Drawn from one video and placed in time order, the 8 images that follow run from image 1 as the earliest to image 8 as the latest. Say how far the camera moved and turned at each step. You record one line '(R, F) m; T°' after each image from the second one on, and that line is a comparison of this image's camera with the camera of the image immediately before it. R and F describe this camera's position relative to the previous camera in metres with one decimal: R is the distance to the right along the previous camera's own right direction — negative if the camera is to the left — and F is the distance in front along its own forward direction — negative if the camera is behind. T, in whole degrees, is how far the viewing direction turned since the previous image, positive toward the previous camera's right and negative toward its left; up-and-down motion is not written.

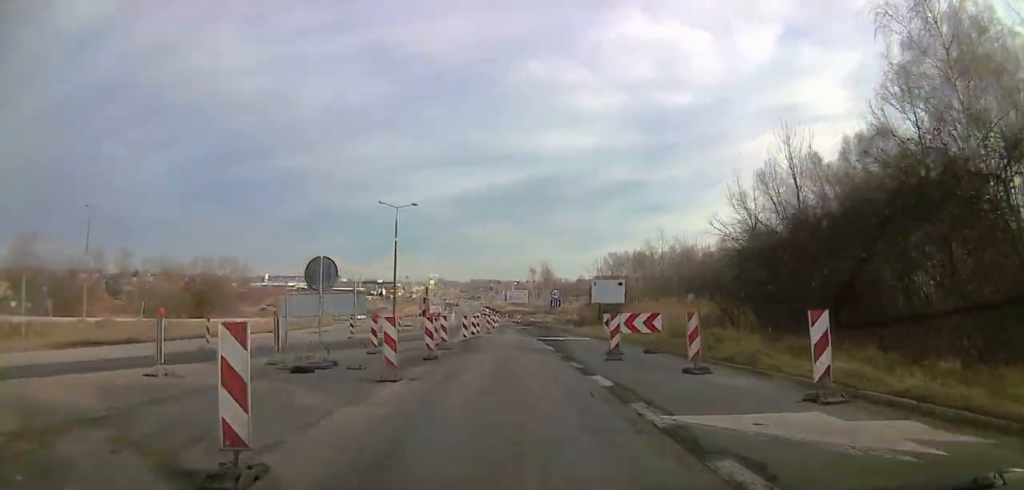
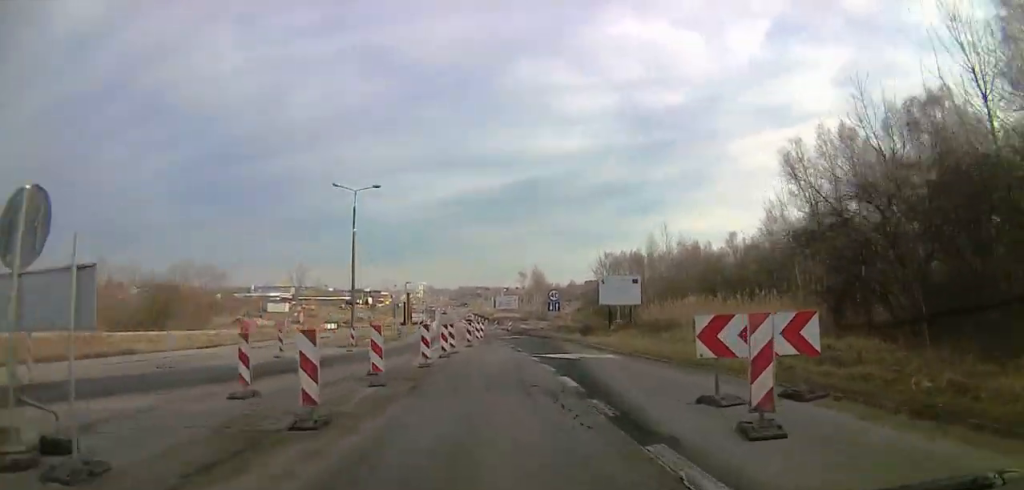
(0.0, +11.1) m; 0°
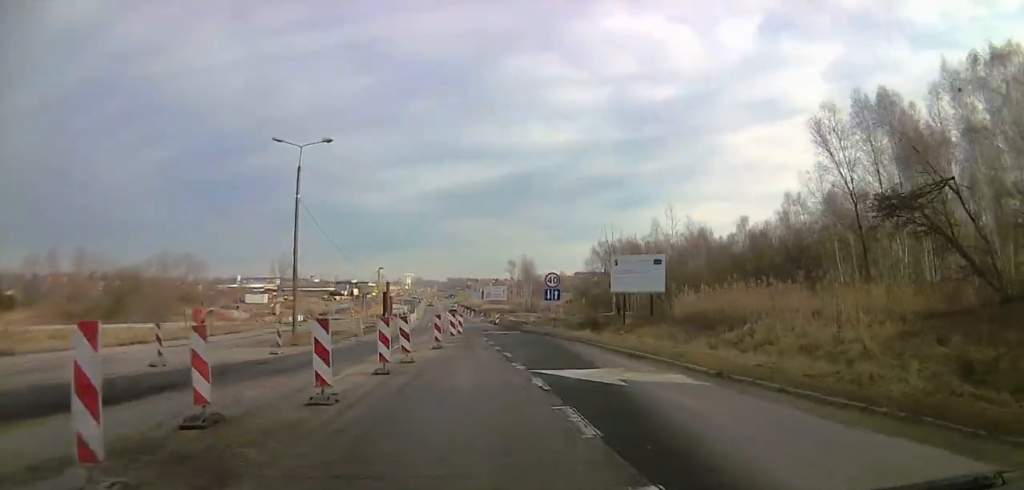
(0.0, +10.0) m; 0°
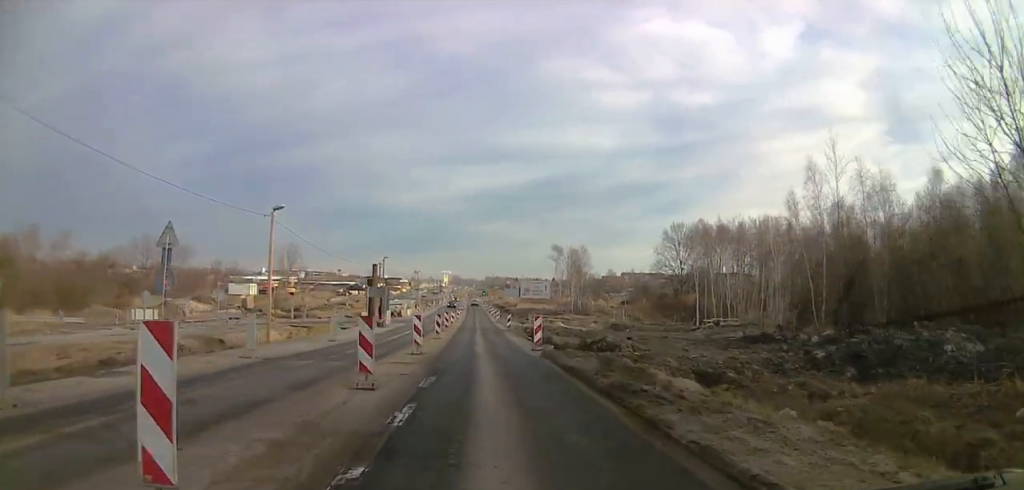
(+0.1, +39.6) m; -3°
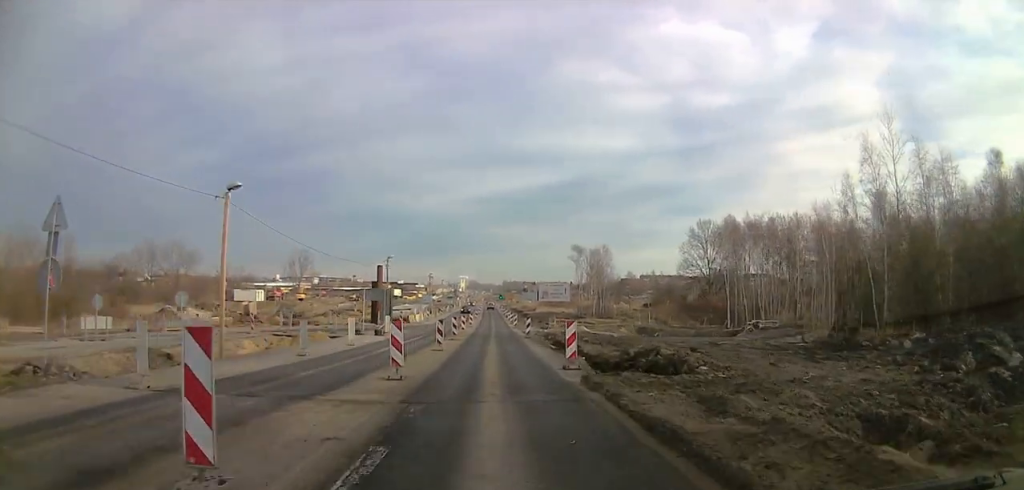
(-0.5, +7.0) m; -1°
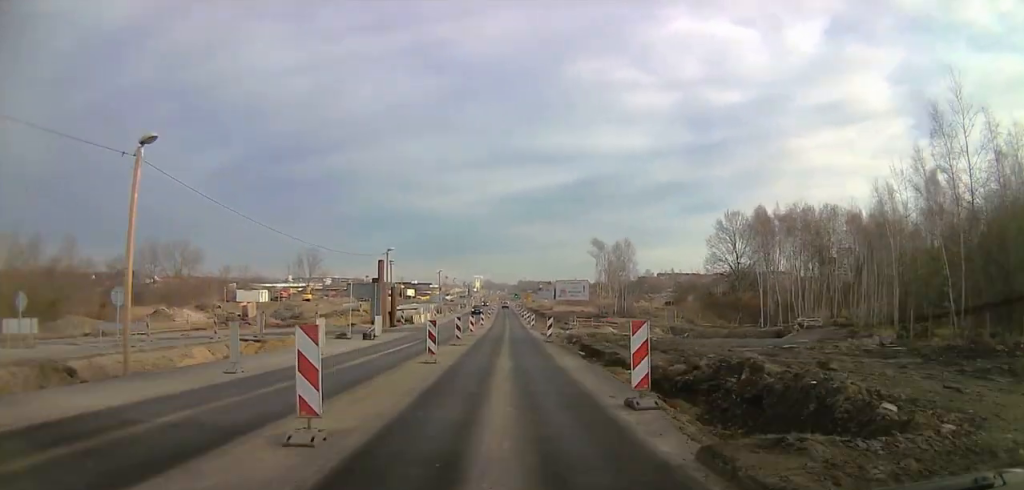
(+0.1, +7.5) m; 0°
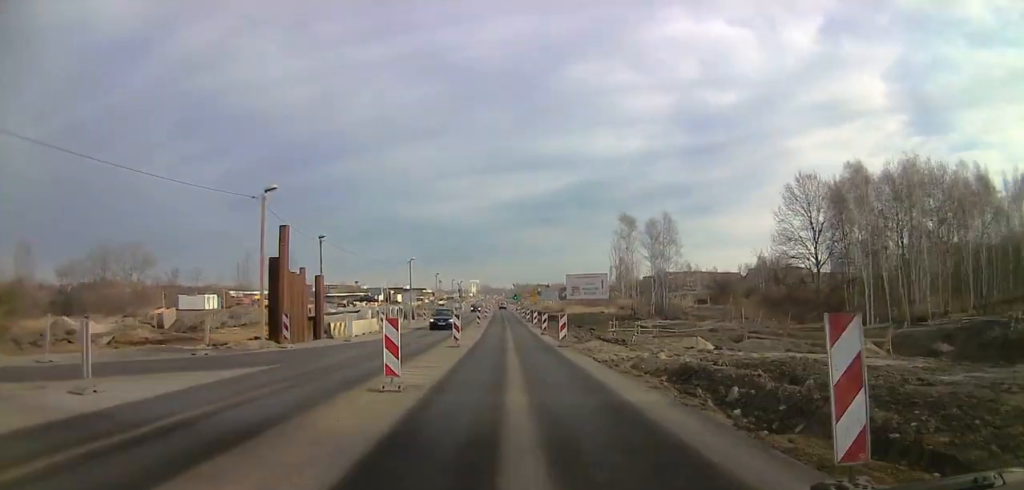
(-0.1, +28.3) m; +1°
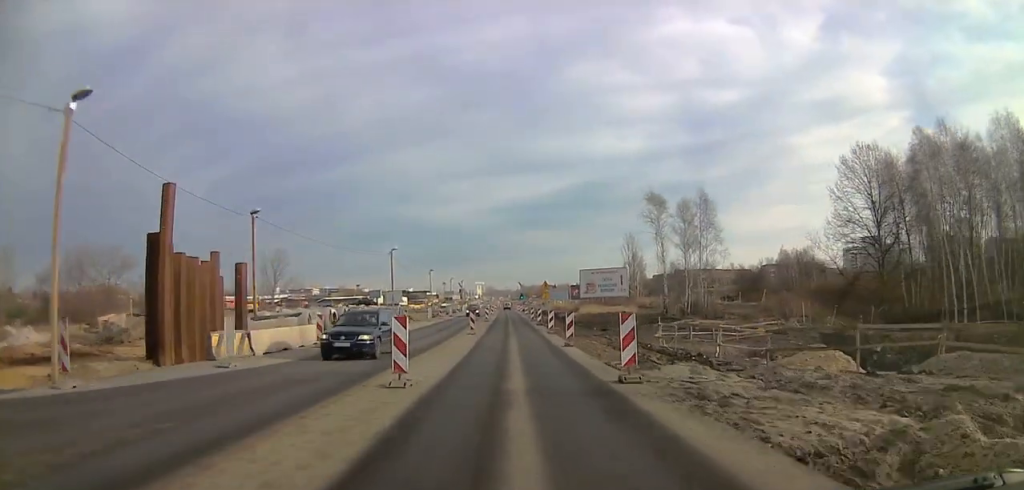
(+0.8, +13.7) m; 0°
